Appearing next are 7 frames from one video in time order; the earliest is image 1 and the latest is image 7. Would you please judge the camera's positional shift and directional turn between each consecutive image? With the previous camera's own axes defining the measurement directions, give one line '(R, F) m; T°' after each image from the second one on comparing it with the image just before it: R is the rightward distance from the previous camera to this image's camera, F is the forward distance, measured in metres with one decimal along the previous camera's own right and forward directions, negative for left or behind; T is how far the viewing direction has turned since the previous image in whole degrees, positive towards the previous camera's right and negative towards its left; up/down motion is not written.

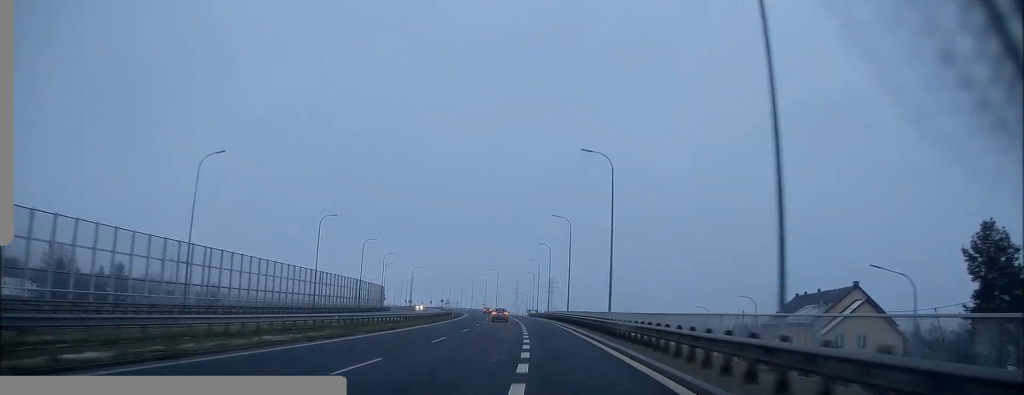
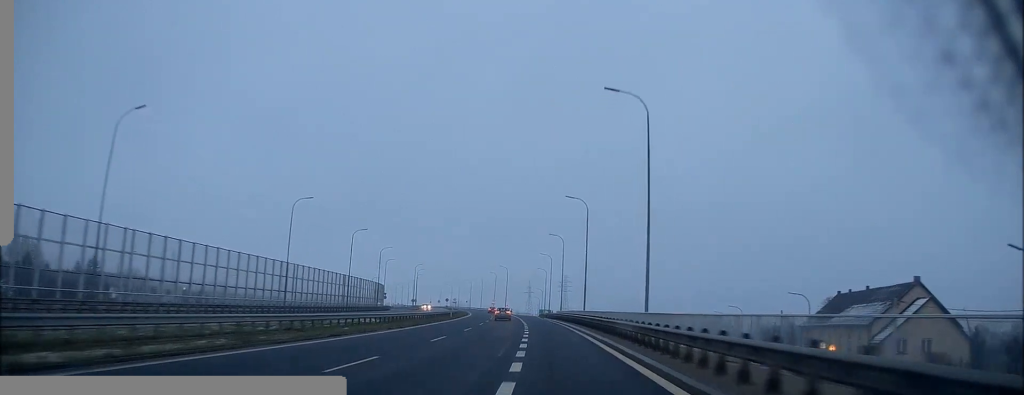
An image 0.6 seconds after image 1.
(0.0, +11.8) m; -2°
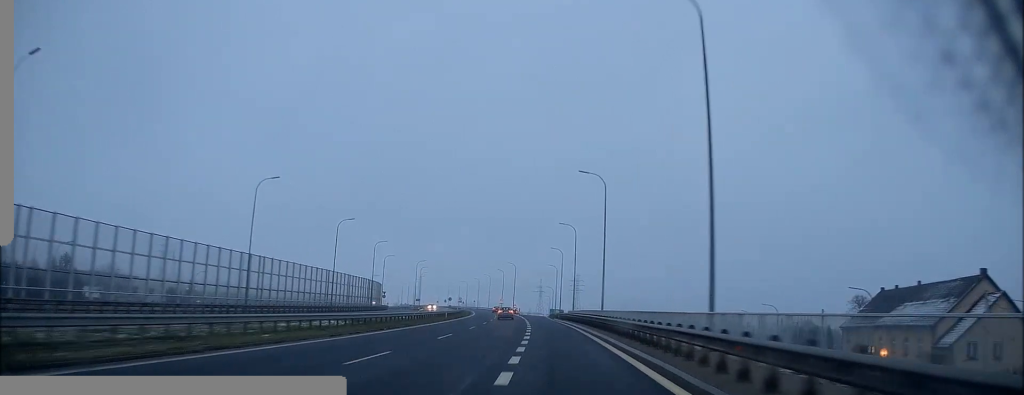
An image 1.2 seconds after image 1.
(-0.5, +10.5) m; -1°
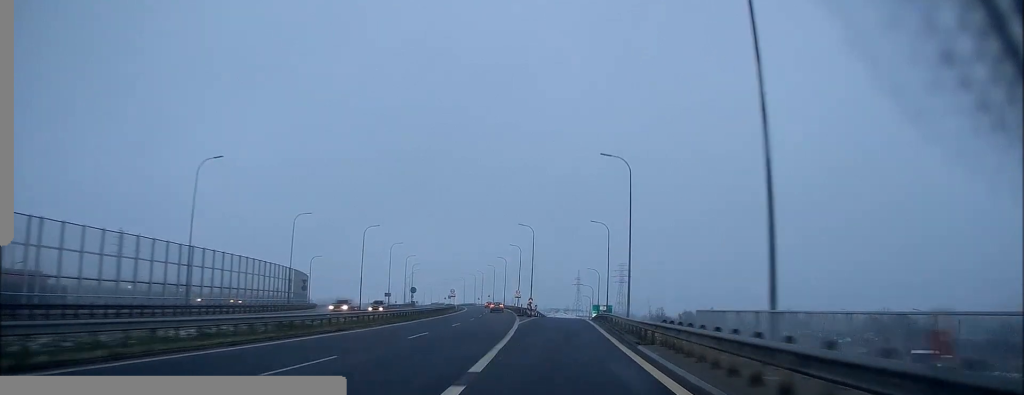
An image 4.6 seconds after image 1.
(-2.4, +62.9) m; -3°
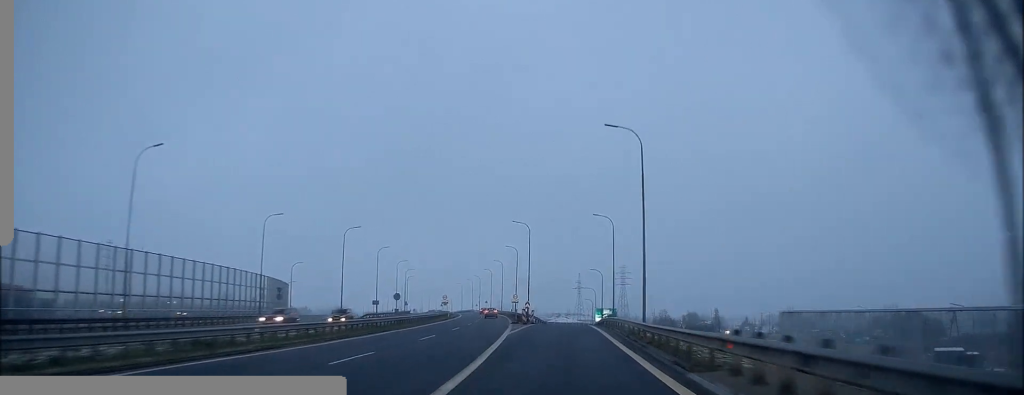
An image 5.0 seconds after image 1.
(+0.2, +7.8) m; 0°
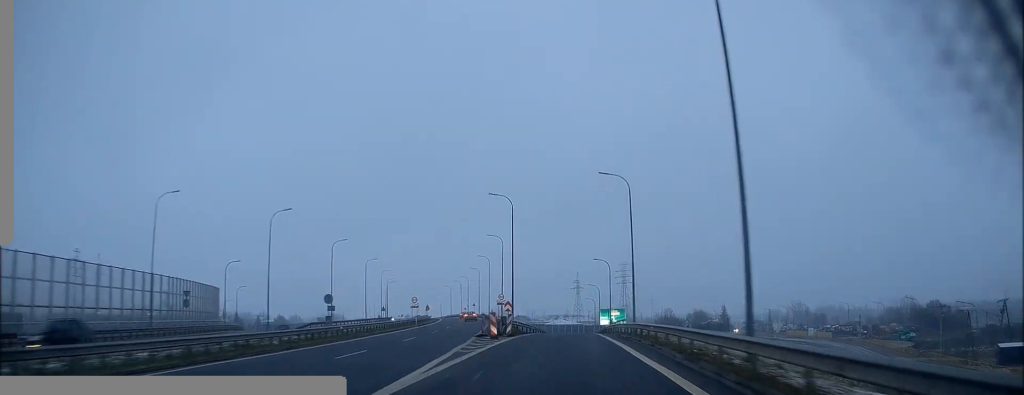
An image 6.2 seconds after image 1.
(0.0, +20.0) m; -1°
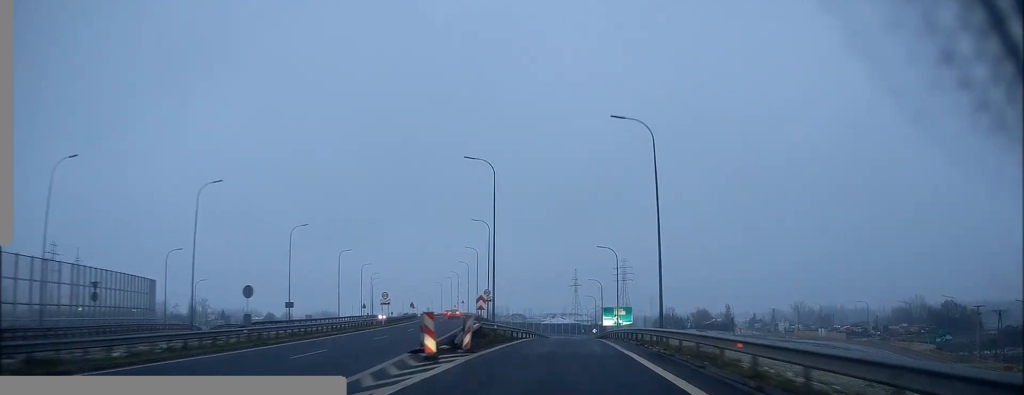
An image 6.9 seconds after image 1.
(-0.2, +13.1) m; 0°
